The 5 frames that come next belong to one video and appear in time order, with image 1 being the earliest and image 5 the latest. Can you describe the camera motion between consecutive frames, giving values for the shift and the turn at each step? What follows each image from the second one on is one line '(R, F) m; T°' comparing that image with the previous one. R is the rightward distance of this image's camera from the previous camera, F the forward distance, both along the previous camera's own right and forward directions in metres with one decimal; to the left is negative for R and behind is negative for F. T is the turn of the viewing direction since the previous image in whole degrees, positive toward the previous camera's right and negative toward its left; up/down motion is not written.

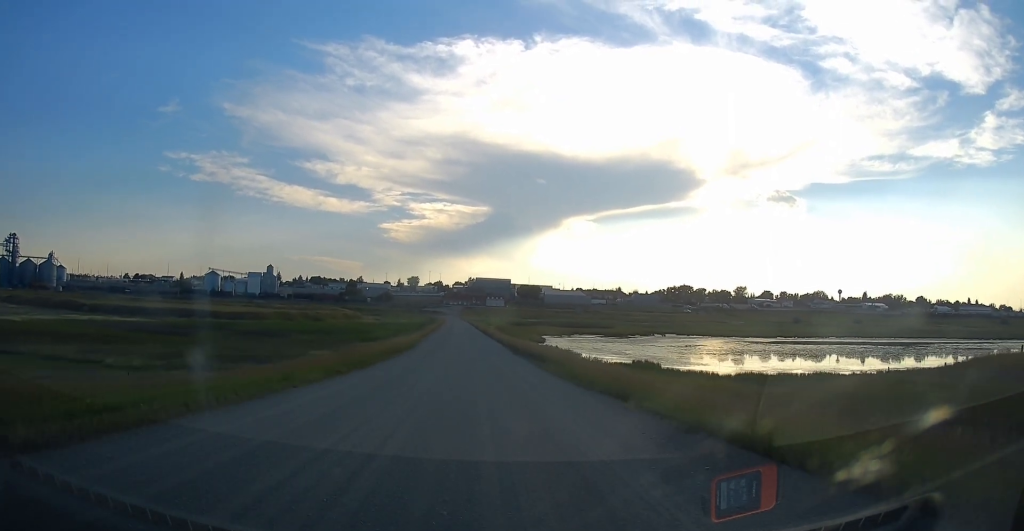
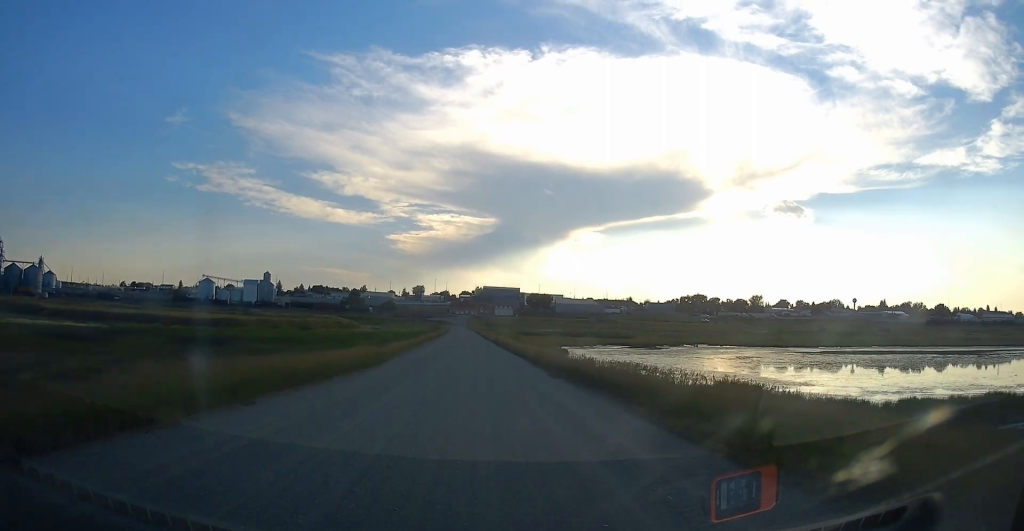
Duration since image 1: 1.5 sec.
(-0.4, +23.3) m; -2°
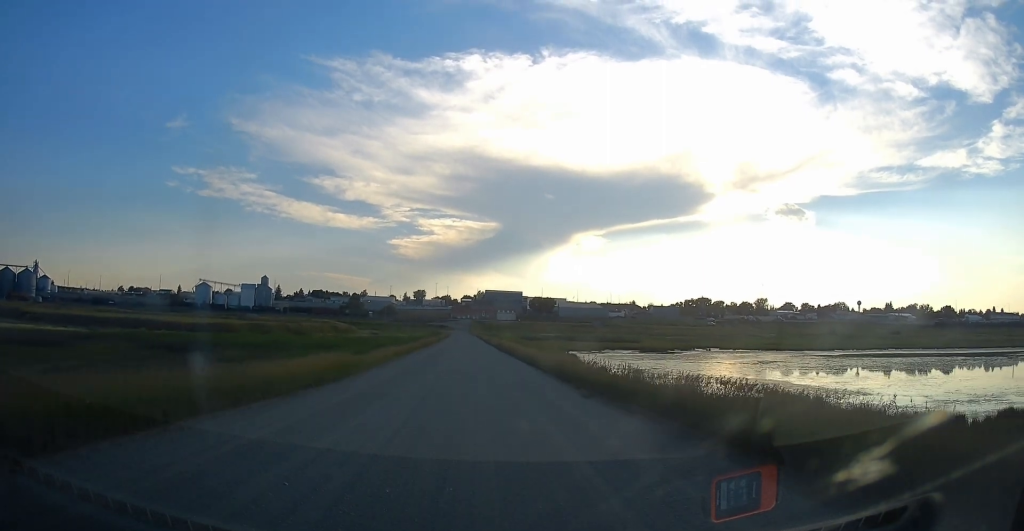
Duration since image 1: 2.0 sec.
(-0.2, +8.4) m; 0°
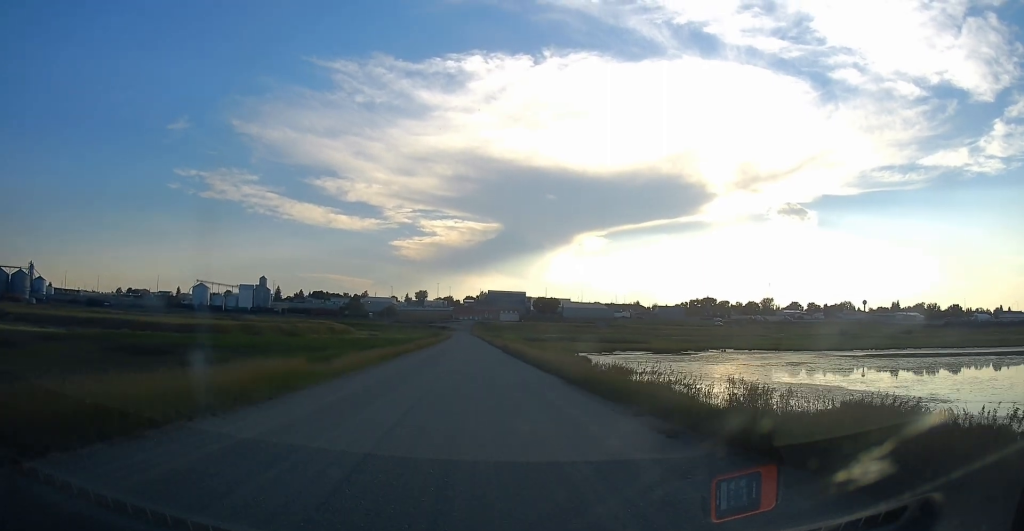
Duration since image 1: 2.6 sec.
(+0.2, +8.8) m; 0°
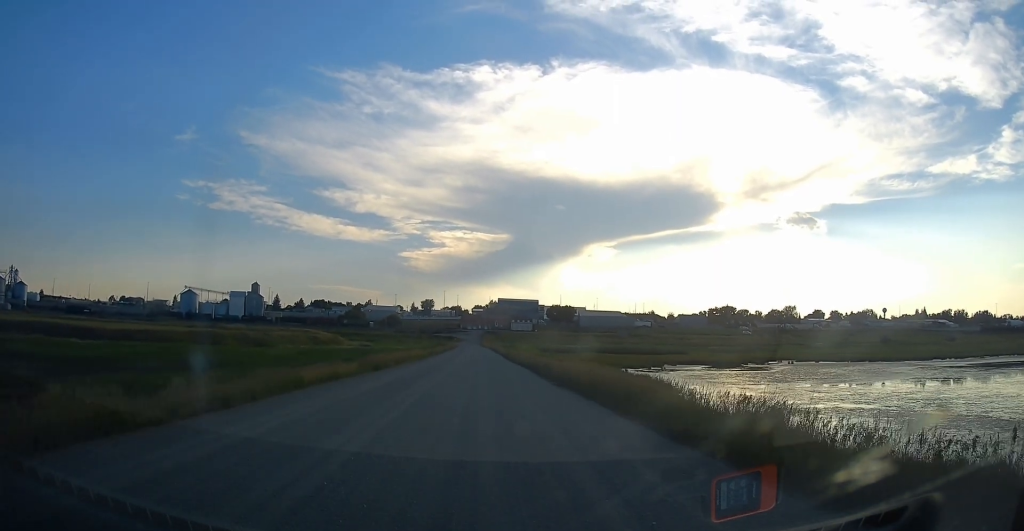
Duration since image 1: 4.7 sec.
(-0.5, +32.5) m; -2°
